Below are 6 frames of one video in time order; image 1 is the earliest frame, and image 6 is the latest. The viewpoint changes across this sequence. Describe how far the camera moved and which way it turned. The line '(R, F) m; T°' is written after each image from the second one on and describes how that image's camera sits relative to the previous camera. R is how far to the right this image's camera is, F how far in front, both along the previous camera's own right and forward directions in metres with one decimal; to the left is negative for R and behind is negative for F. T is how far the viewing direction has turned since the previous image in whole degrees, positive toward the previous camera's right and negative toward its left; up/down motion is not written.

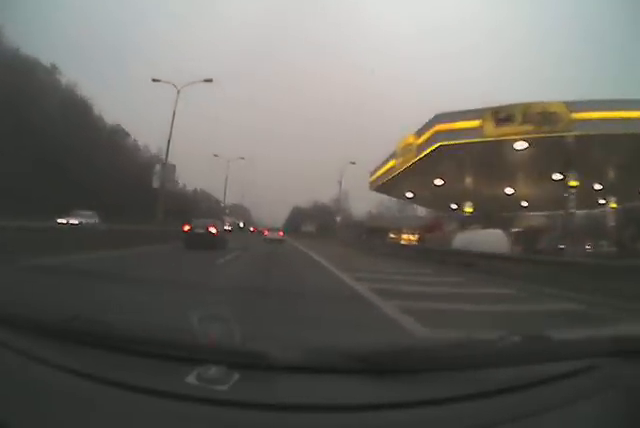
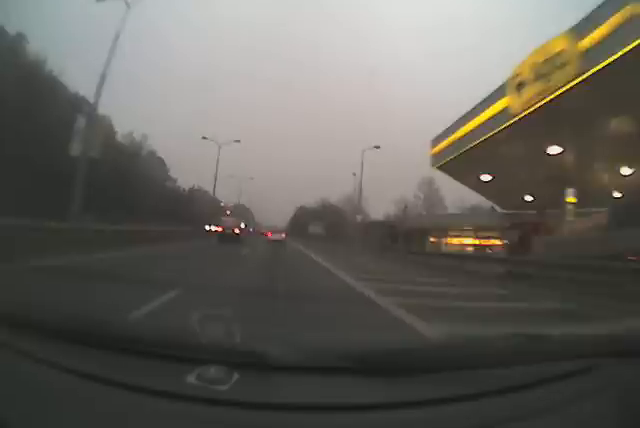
(-0.2, +10.1) m; -1°
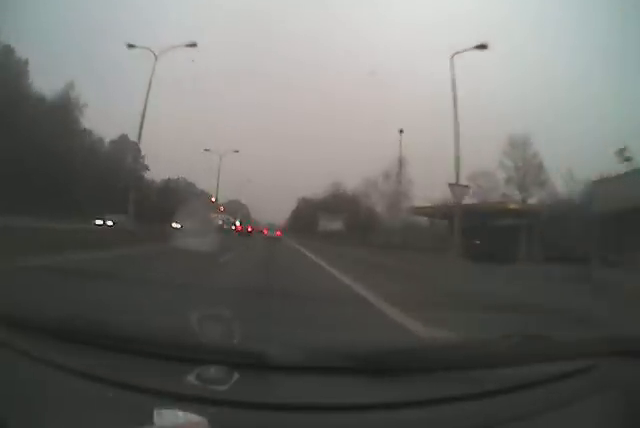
(-0.5, +20.3) m; +1°
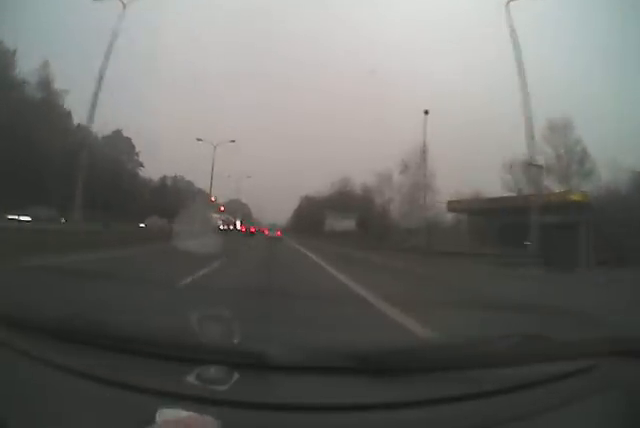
(+0.3, +6.1) m; -1°
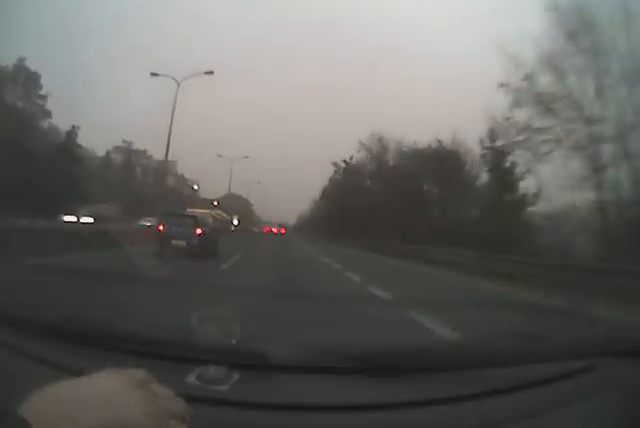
(-2.7, +44.7) m; -5°
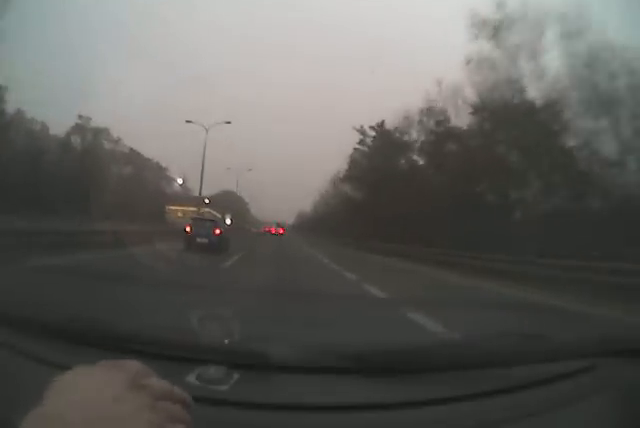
(-0.3, +16.8) m; -1°
